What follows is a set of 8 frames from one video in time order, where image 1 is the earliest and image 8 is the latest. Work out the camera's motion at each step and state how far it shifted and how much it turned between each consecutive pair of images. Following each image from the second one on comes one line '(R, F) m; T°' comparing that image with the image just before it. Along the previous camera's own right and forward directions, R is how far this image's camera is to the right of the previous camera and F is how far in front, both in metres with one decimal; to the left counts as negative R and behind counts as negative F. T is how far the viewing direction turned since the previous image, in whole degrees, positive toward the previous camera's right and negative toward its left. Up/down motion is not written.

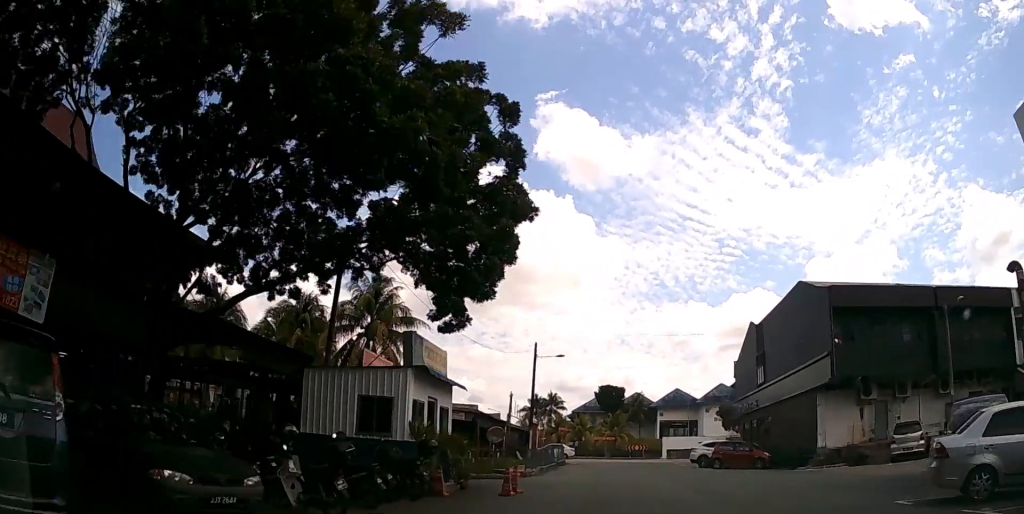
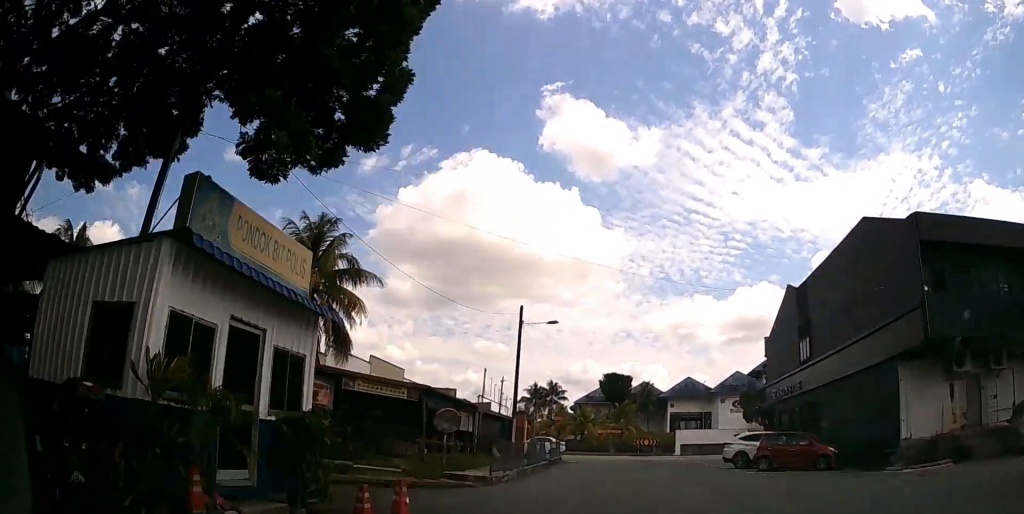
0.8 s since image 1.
(-0.1, +8.4) m; -1°
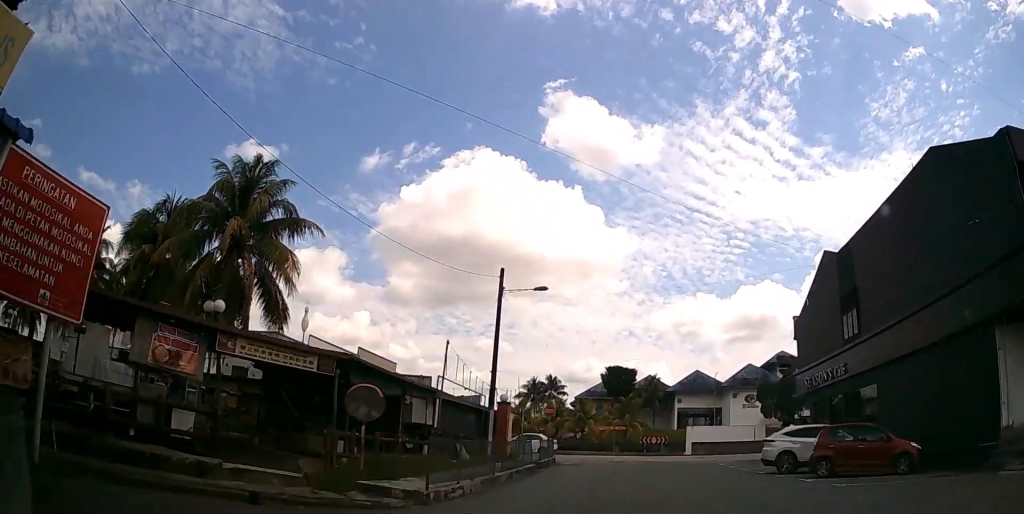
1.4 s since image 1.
(0.0, +6.5) m; 0°
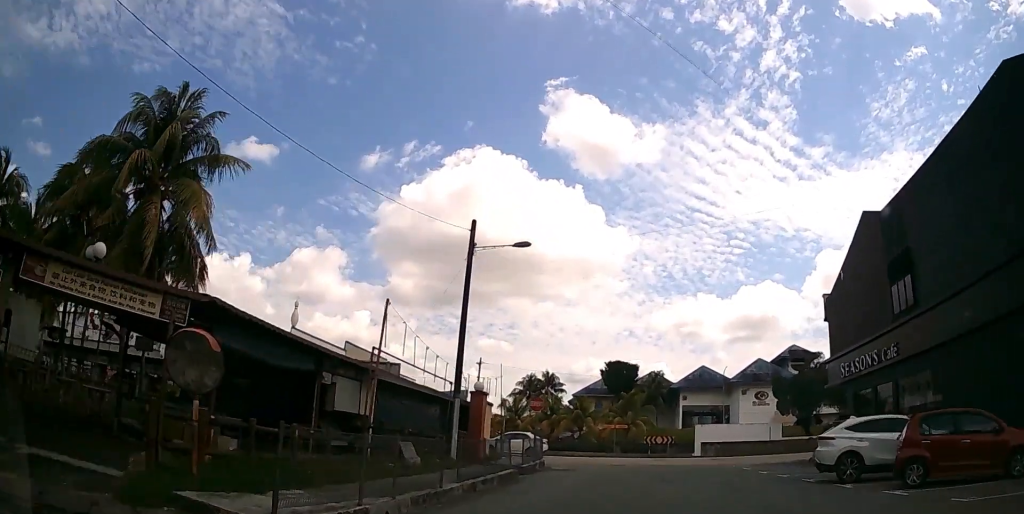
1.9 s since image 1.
(0.0, +5.0) m; 0°
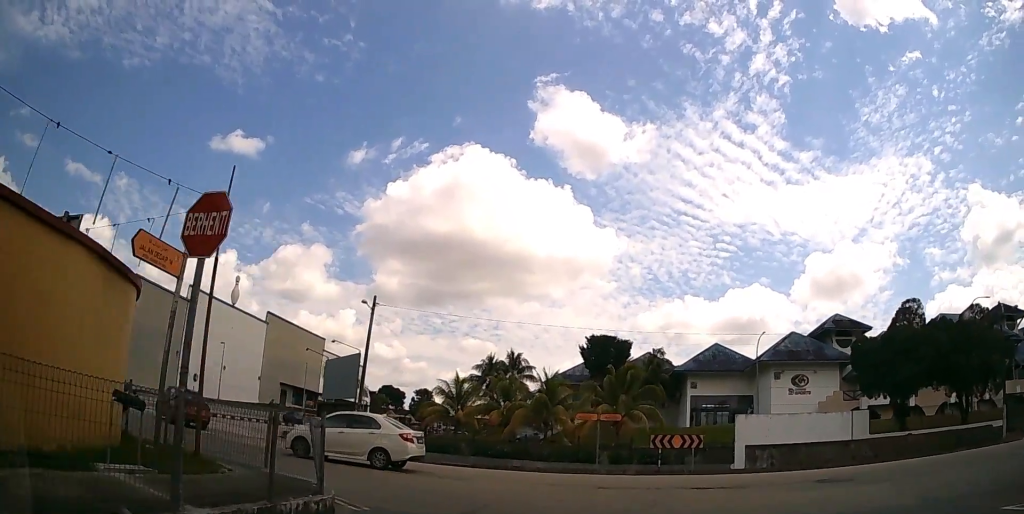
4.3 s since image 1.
(+0.3, +18.7) m; 0°
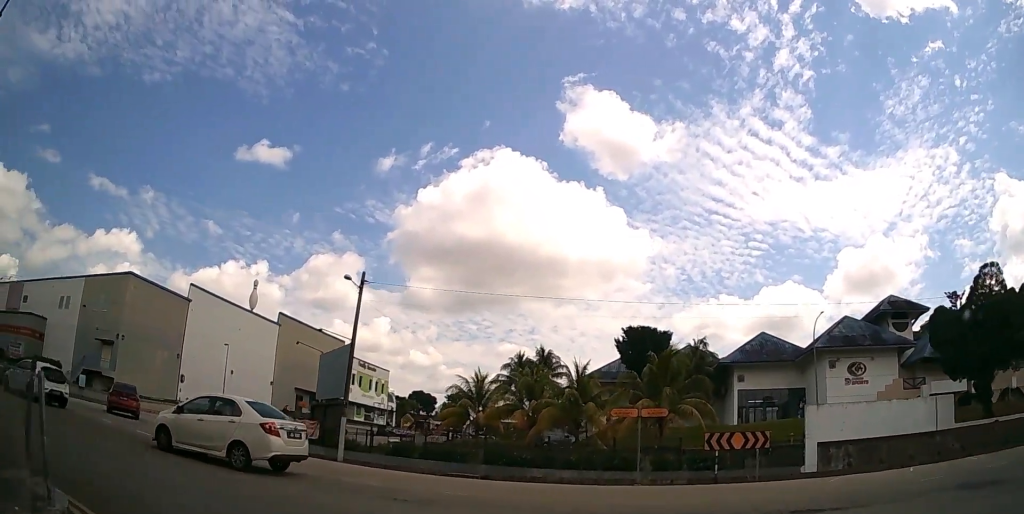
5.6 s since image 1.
(-0.4, +4.1) m; -10°
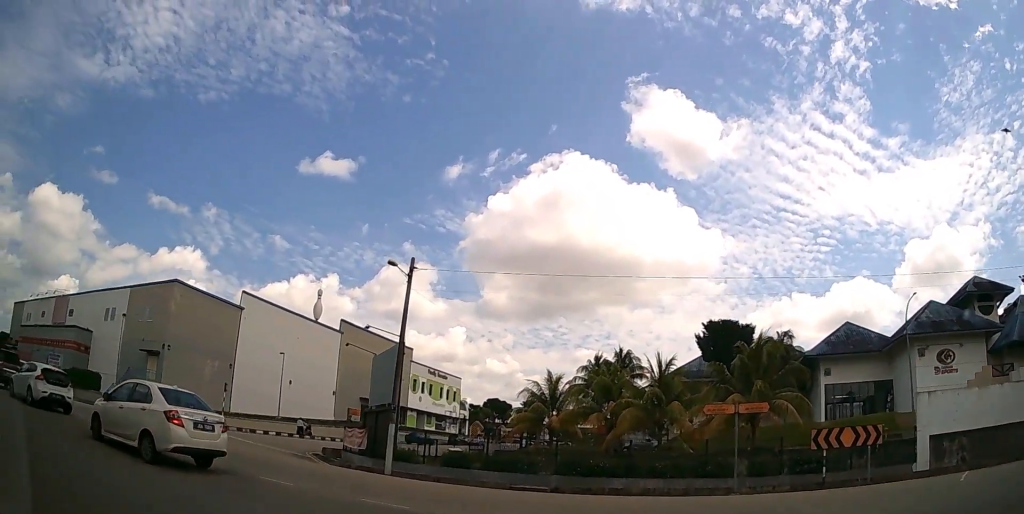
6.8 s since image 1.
(-0.3, +2.9) m; -10°
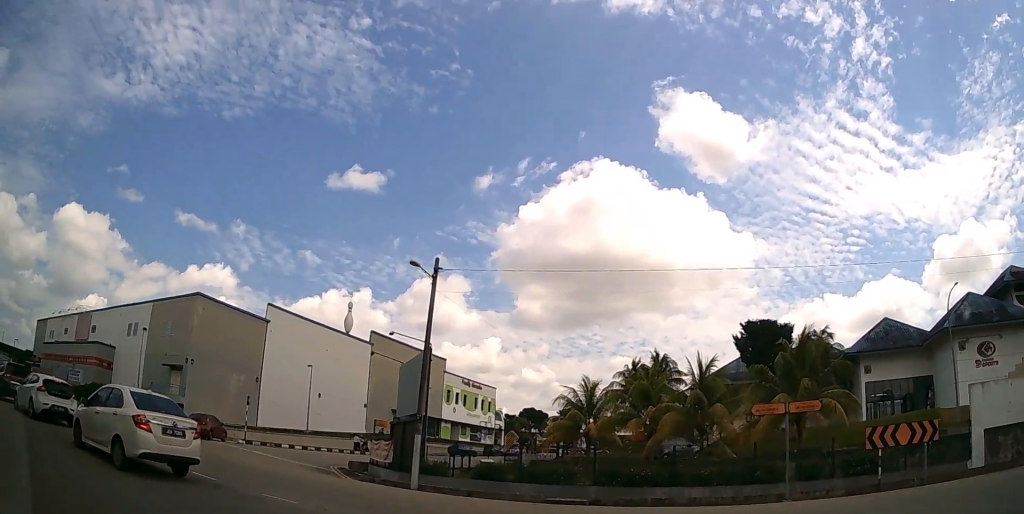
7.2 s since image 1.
(0.0, +1.2) m; -4°
